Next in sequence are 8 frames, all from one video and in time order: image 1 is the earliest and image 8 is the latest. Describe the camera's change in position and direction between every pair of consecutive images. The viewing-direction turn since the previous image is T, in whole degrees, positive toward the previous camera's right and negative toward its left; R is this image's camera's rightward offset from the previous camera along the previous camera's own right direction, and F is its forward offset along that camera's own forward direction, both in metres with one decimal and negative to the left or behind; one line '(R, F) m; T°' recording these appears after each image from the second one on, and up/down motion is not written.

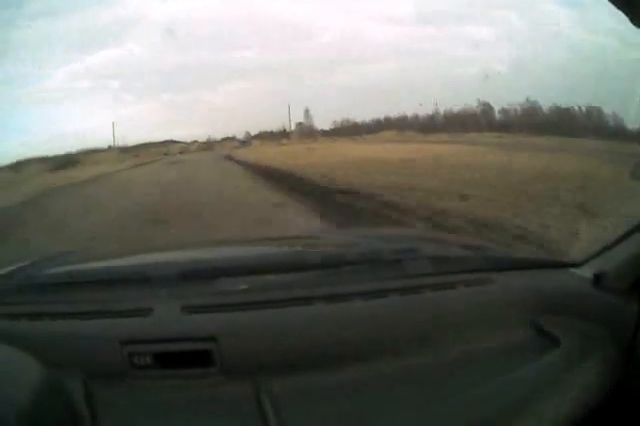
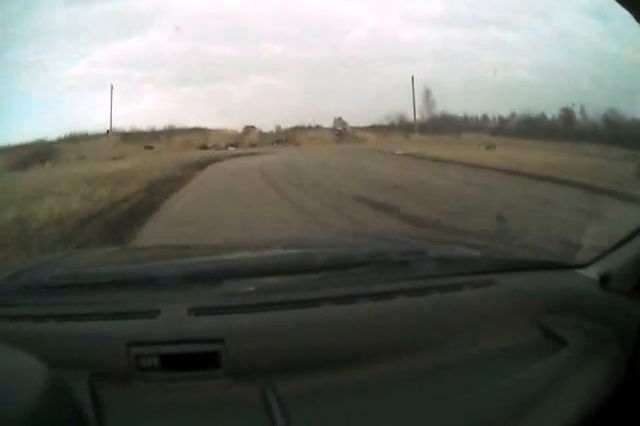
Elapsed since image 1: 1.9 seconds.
(+2.8, +33.3) m; +22°
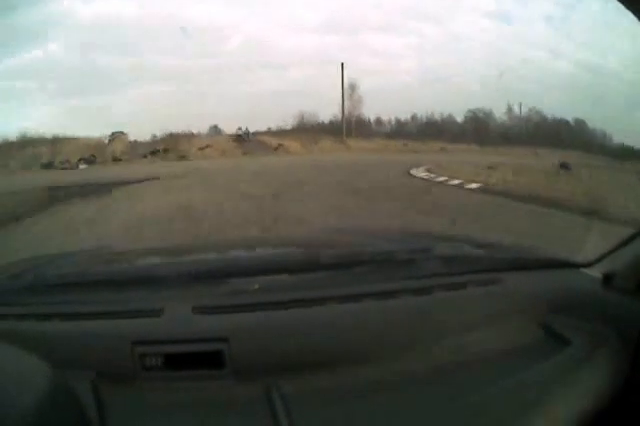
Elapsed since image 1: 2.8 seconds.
(+2.9, +14.1) m; +27°
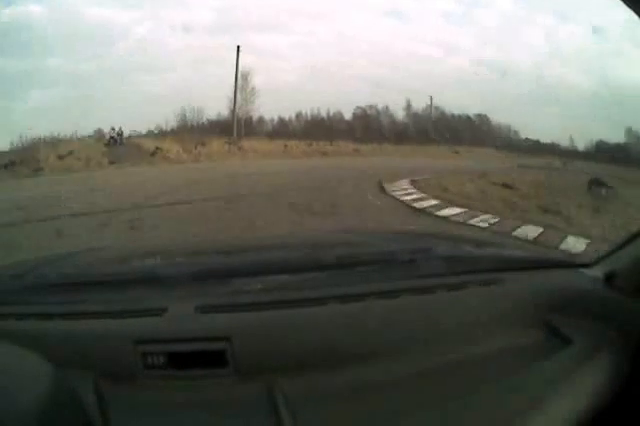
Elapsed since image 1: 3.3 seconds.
(+1.1, +7.1) m; +19°
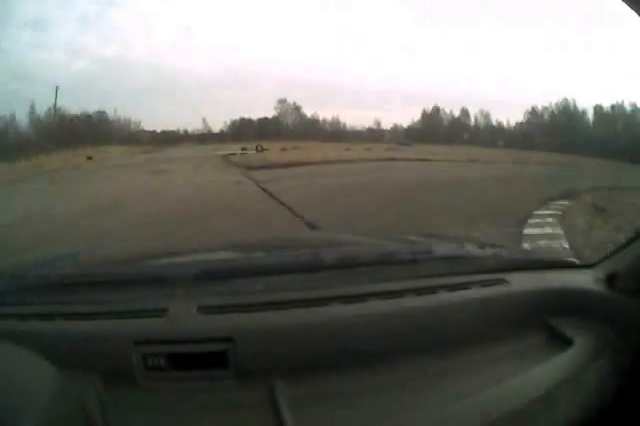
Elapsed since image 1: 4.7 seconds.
(+8.6, +15.4) m; +59°
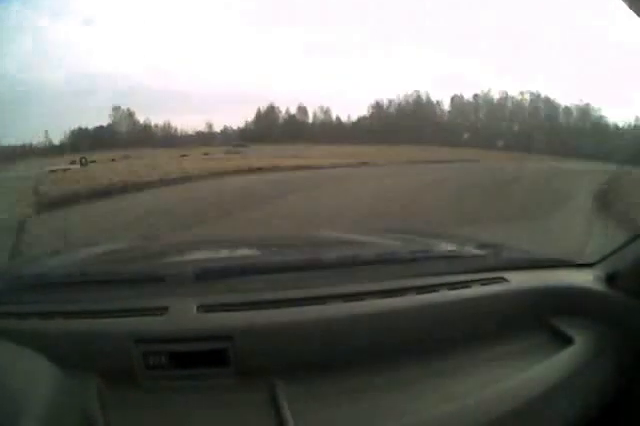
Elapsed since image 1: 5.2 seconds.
(+1.0, +6.4) m; +21°
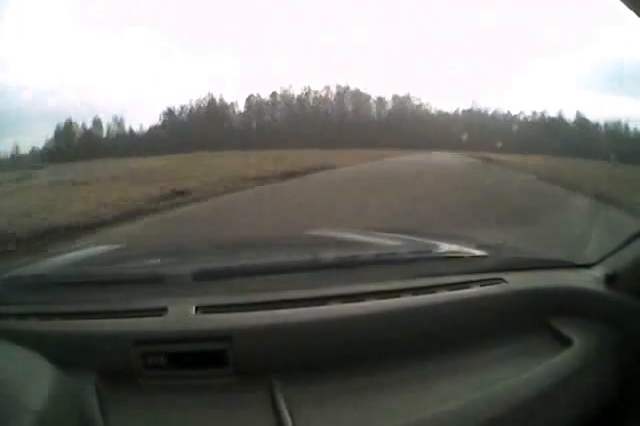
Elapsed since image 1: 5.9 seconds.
(+2.6, +7.7) m; +17°
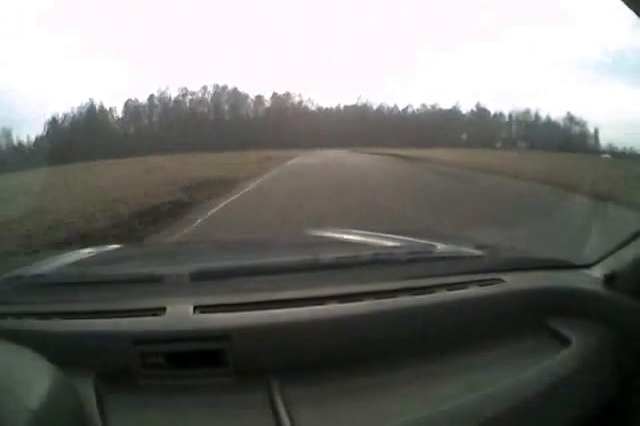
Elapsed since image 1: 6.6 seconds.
(+0.5, +7.9) m; +10°
